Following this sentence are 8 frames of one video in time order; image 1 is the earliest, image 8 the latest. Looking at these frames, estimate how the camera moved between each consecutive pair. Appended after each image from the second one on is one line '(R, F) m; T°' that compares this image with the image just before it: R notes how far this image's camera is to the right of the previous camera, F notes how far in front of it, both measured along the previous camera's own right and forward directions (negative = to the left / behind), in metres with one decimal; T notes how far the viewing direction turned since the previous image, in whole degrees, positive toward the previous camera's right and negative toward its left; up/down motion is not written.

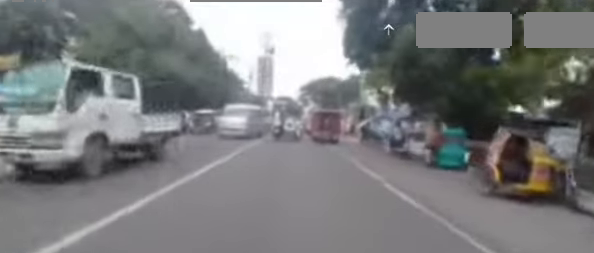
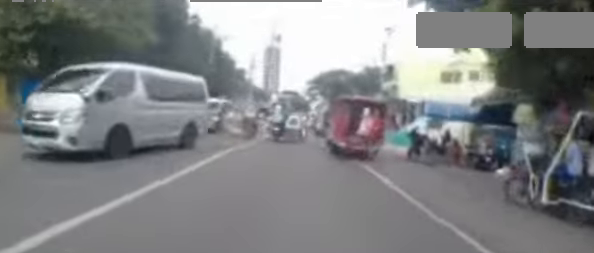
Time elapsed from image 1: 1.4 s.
(+0.1, +8.0) m; -4°
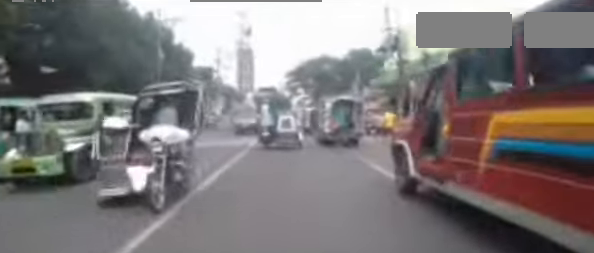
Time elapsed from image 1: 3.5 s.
(-0.5, +10.4) m; 0°
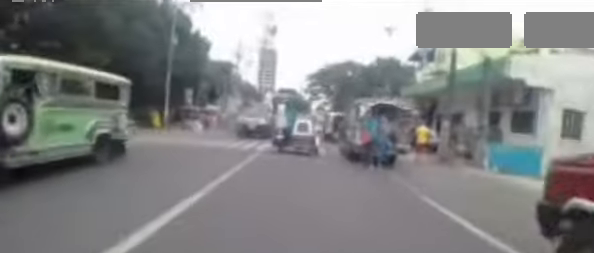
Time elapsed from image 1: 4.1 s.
(+0.1, +2.8) m; +2°
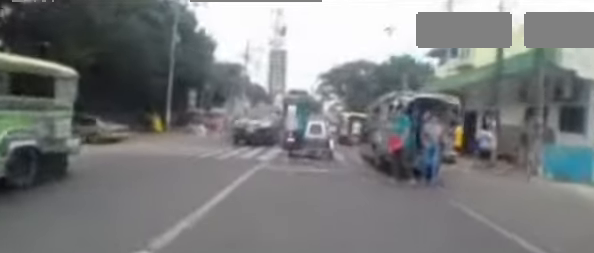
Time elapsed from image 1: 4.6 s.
(0.0, +2.2) m; 0°
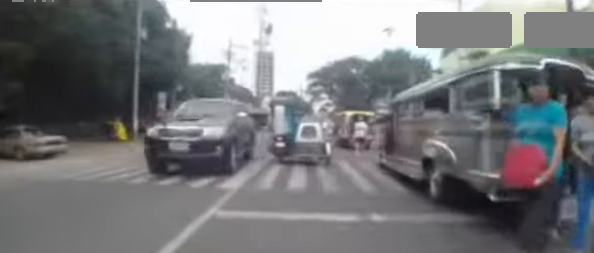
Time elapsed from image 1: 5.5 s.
(0.0, +3.5) m; 0°
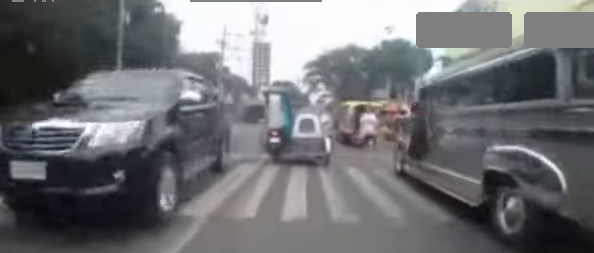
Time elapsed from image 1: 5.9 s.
(0.0, +1.5) m; -1°
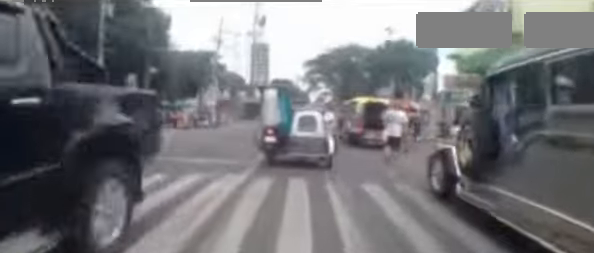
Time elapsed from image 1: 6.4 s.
(0.0, +1.7) m; -2°
